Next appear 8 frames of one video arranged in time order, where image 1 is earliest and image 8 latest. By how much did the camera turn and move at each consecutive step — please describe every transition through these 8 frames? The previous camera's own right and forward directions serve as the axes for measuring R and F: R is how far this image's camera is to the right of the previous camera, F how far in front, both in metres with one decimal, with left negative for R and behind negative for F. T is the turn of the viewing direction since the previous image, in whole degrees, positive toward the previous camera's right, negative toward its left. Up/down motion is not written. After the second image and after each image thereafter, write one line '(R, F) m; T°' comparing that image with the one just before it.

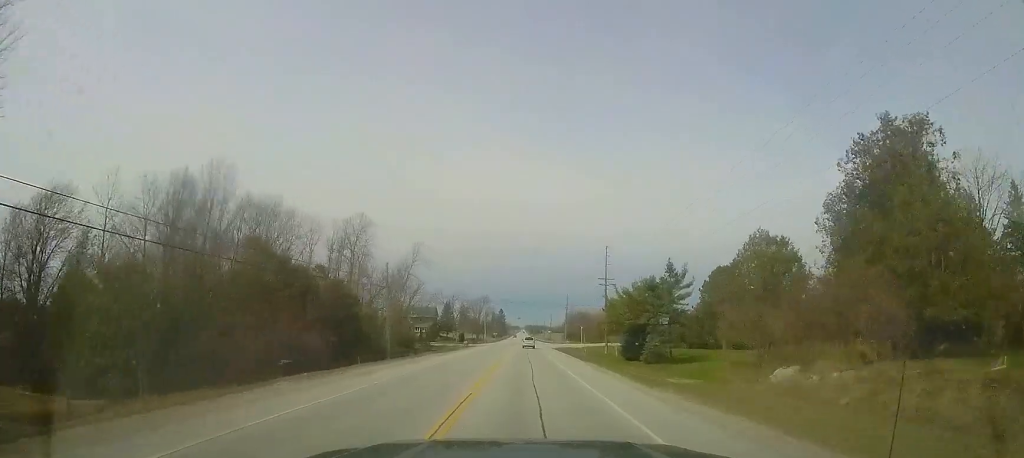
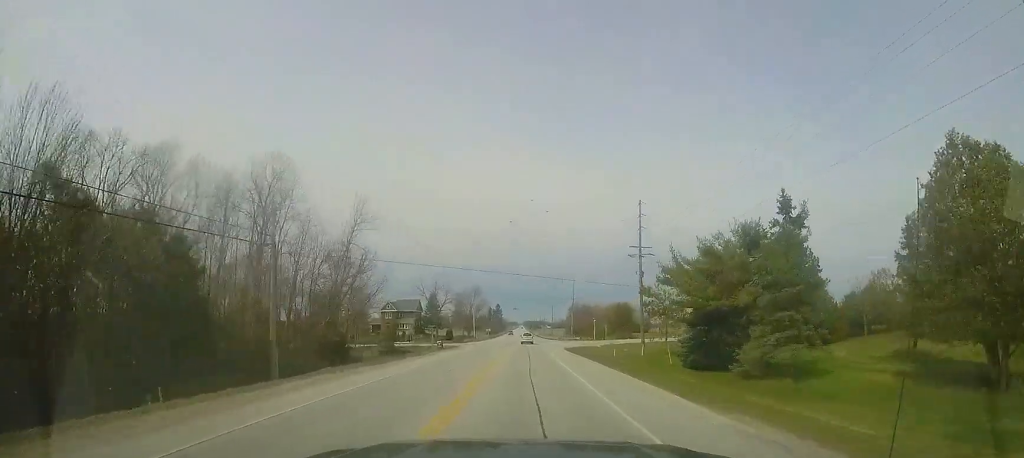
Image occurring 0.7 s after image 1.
(-0.1, +18.3) m; 0°
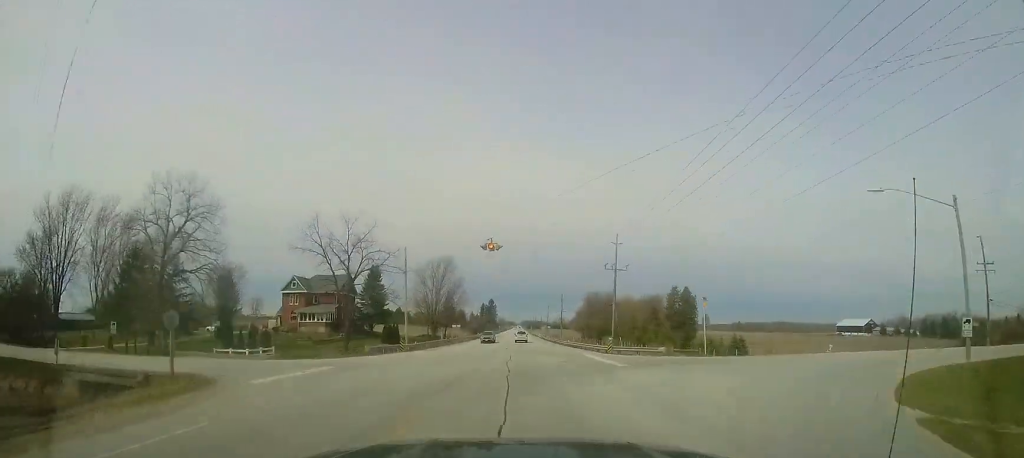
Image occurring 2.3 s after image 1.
(0.0, +44.9) m; +1°
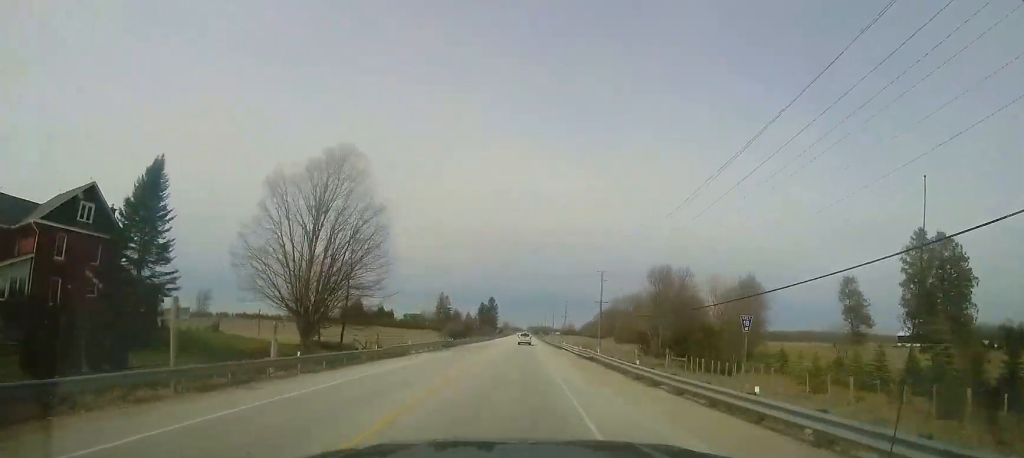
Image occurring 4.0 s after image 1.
(+0.4, +48.2) m; 0°
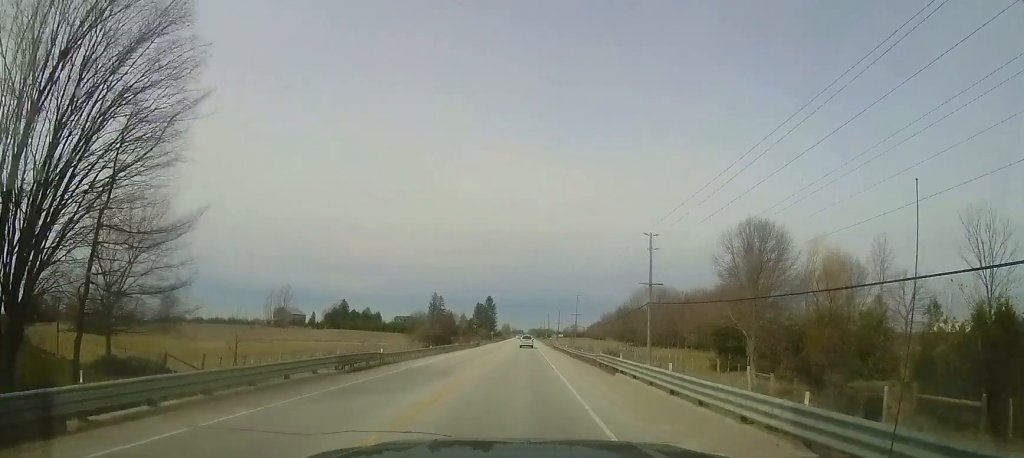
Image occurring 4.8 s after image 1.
(-0.2, +22.8) m; -1°
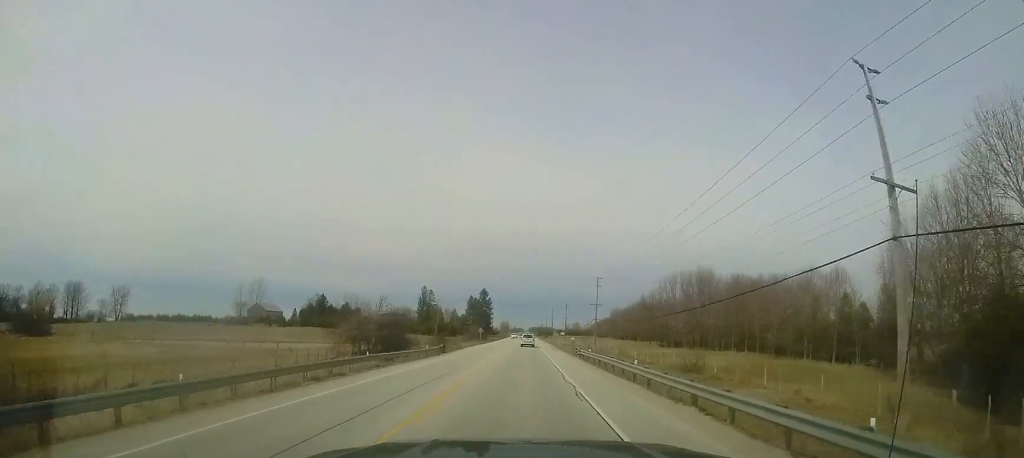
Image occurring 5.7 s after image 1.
(-0.3, +25.8) m; 0°
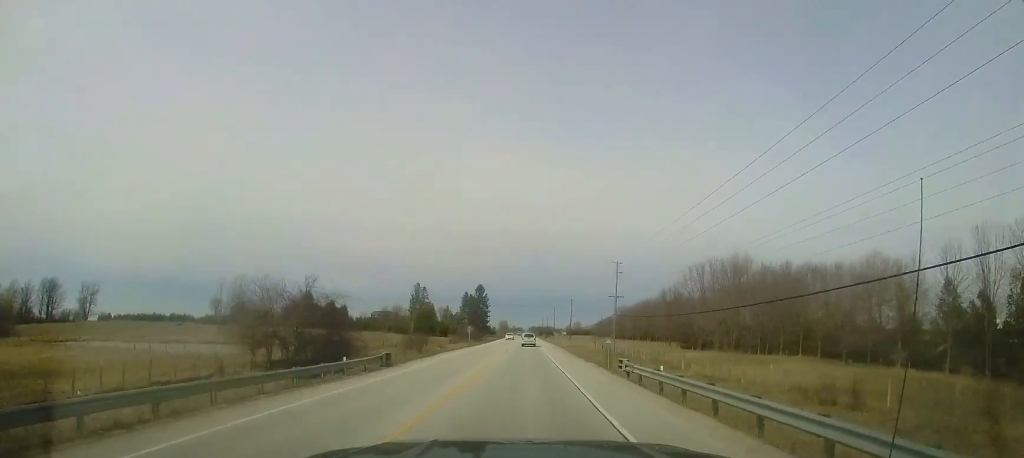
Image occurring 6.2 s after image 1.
(-0.2, +14.5) m; 0°
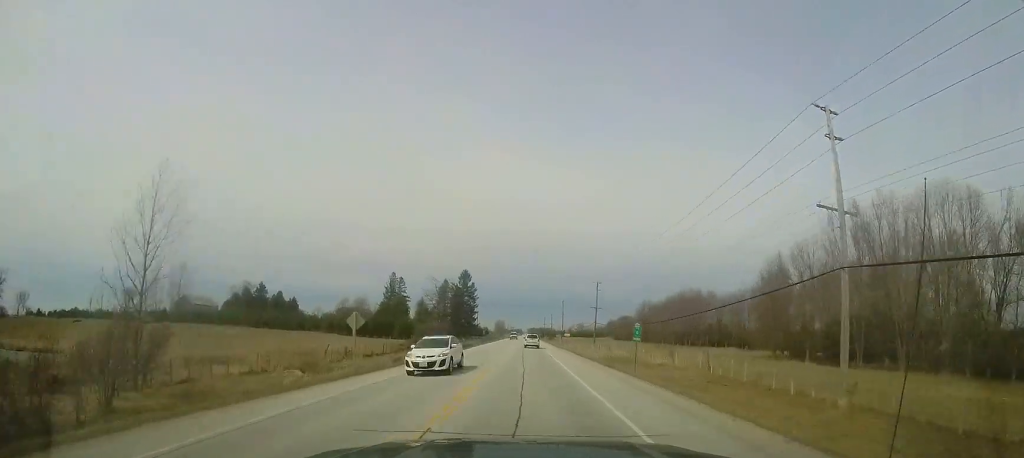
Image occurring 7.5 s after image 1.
(+0.5, +39.5) m; +1°
